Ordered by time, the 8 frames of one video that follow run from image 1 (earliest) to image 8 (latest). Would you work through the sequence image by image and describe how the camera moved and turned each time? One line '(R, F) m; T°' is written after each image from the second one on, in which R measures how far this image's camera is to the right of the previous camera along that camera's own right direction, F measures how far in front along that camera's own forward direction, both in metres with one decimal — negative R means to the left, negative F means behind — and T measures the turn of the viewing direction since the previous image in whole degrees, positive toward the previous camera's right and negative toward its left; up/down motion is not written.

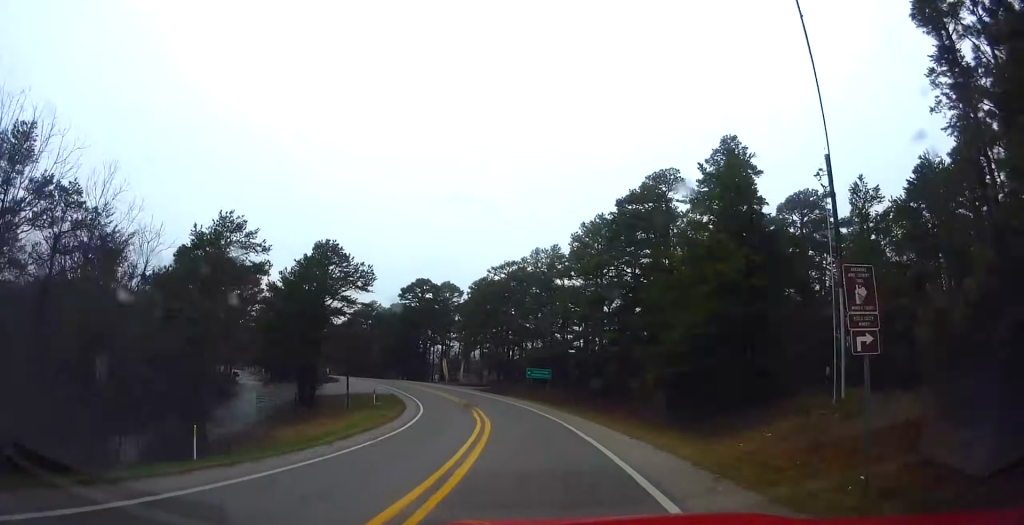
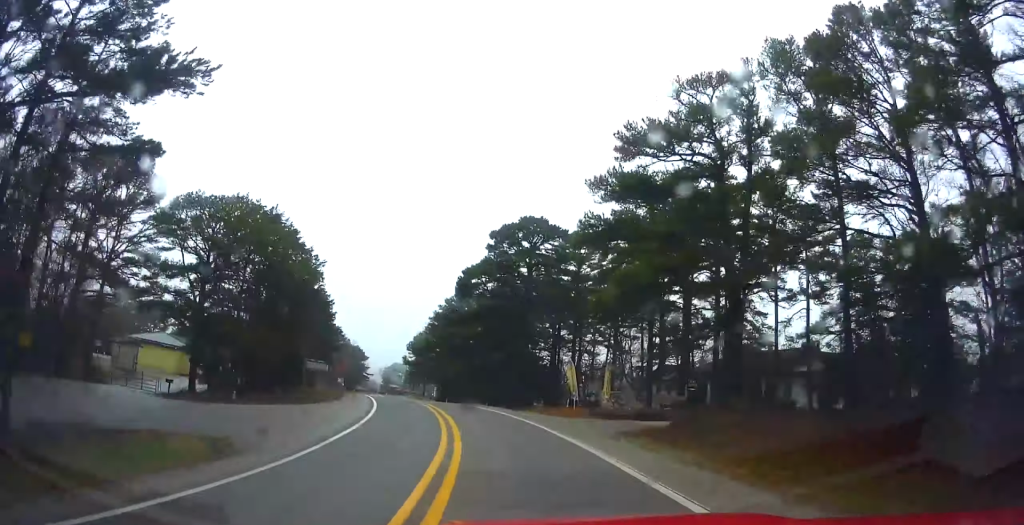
(+3.4, +49.4) m; -3°
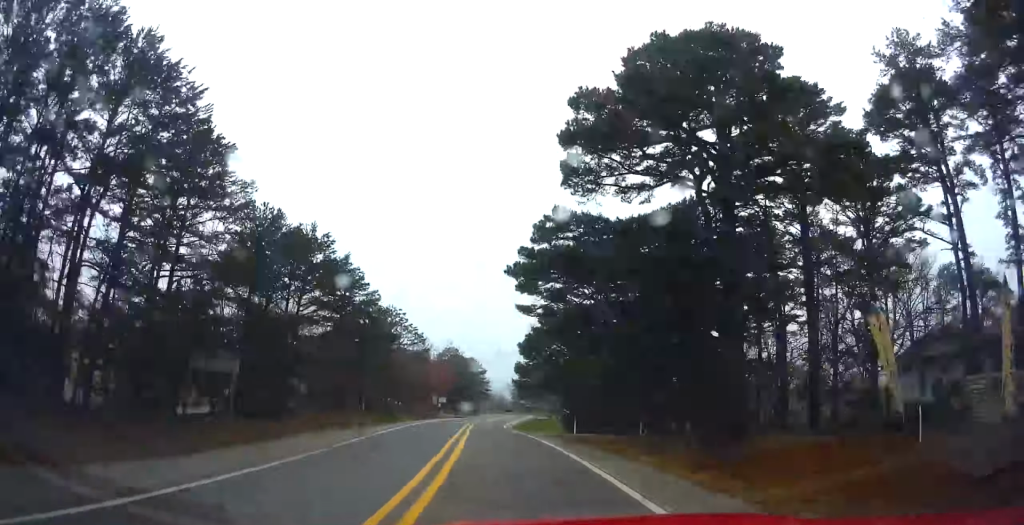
(-1.1, +30.0) m; -8°
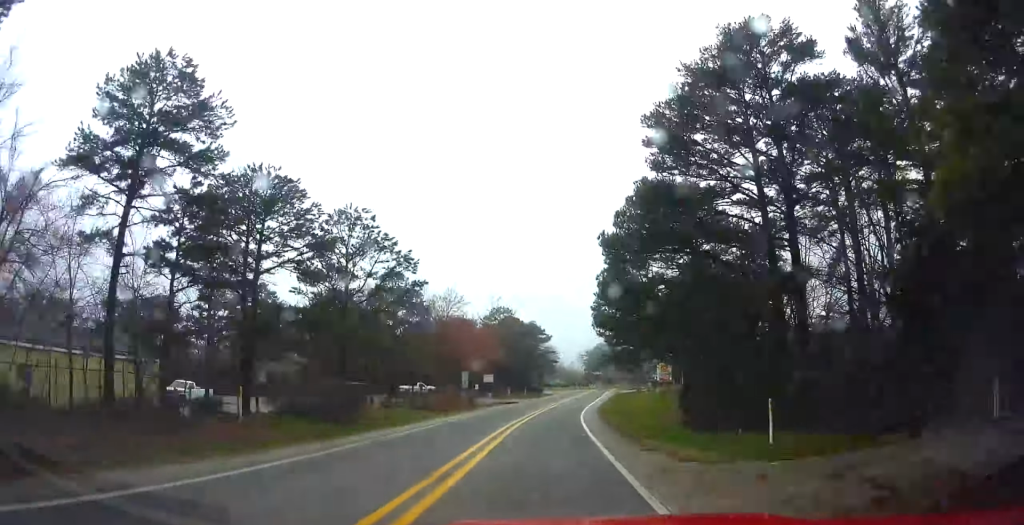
(-3.3, +29.5) m; -4°
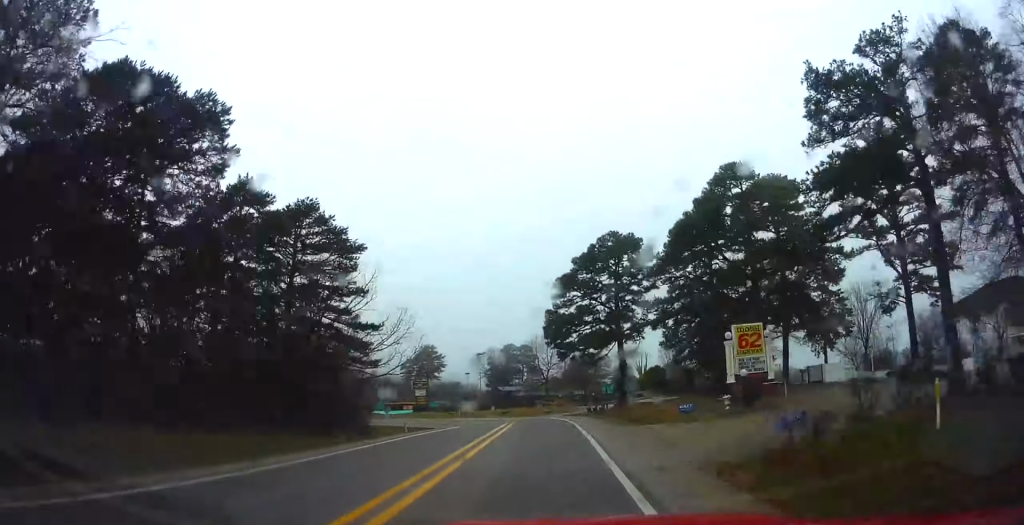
(-3.8, +74.8) m; -2°
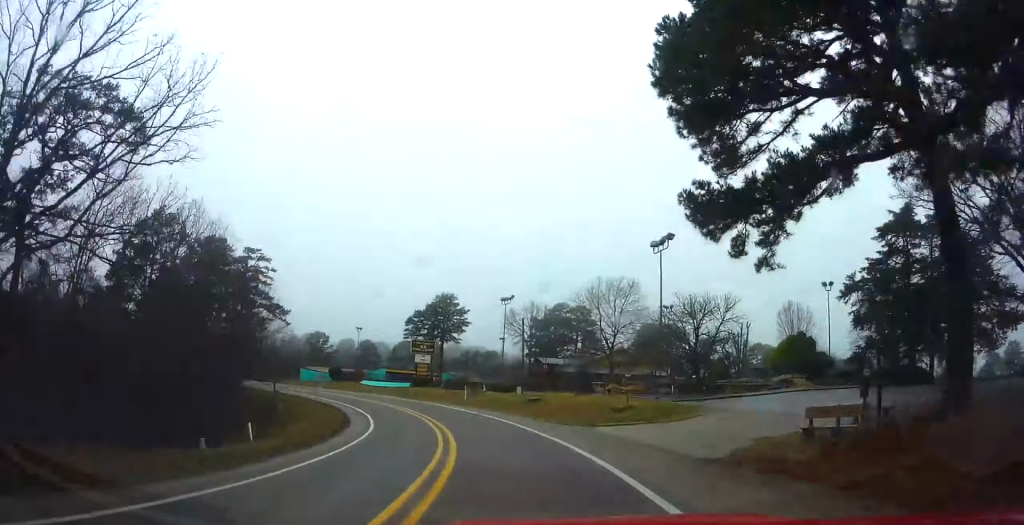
(+1.1, +40.5) m; -6°
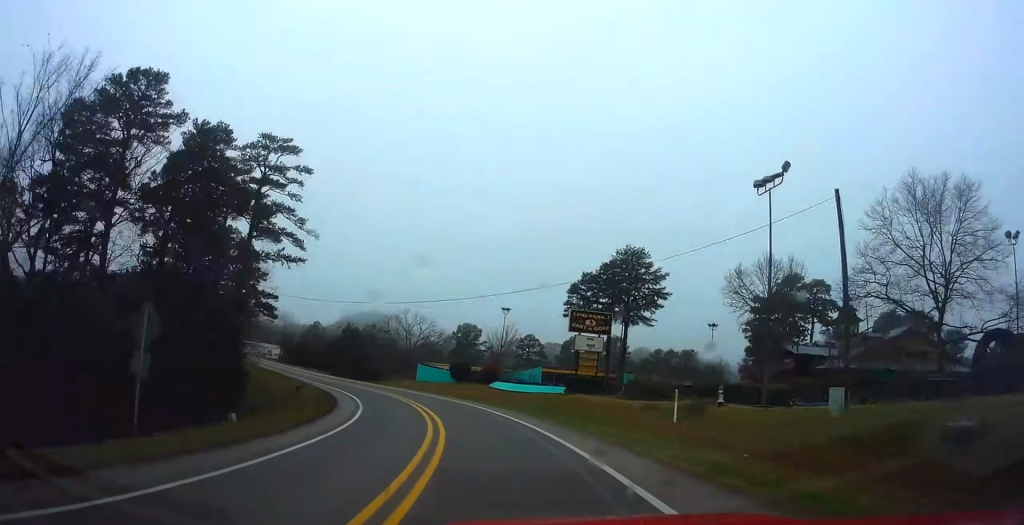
(-3.9, +38.2) m; -15°
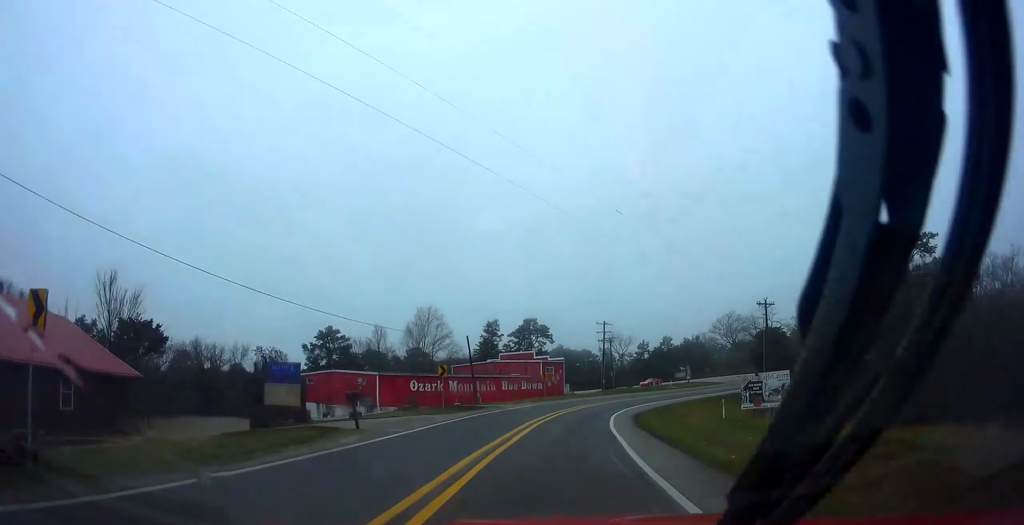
(-53.1, +106.7) m; -39°
